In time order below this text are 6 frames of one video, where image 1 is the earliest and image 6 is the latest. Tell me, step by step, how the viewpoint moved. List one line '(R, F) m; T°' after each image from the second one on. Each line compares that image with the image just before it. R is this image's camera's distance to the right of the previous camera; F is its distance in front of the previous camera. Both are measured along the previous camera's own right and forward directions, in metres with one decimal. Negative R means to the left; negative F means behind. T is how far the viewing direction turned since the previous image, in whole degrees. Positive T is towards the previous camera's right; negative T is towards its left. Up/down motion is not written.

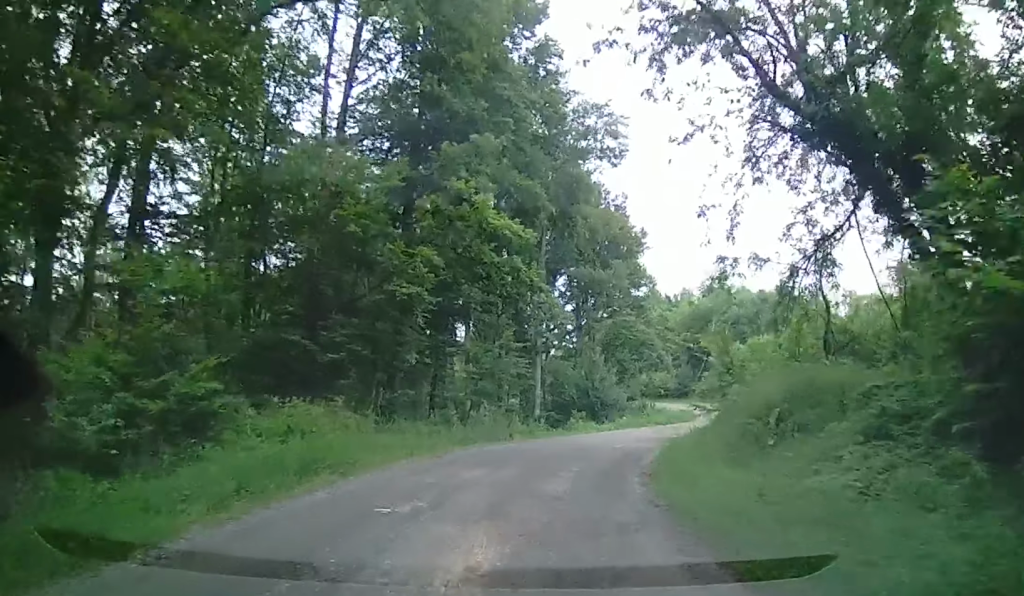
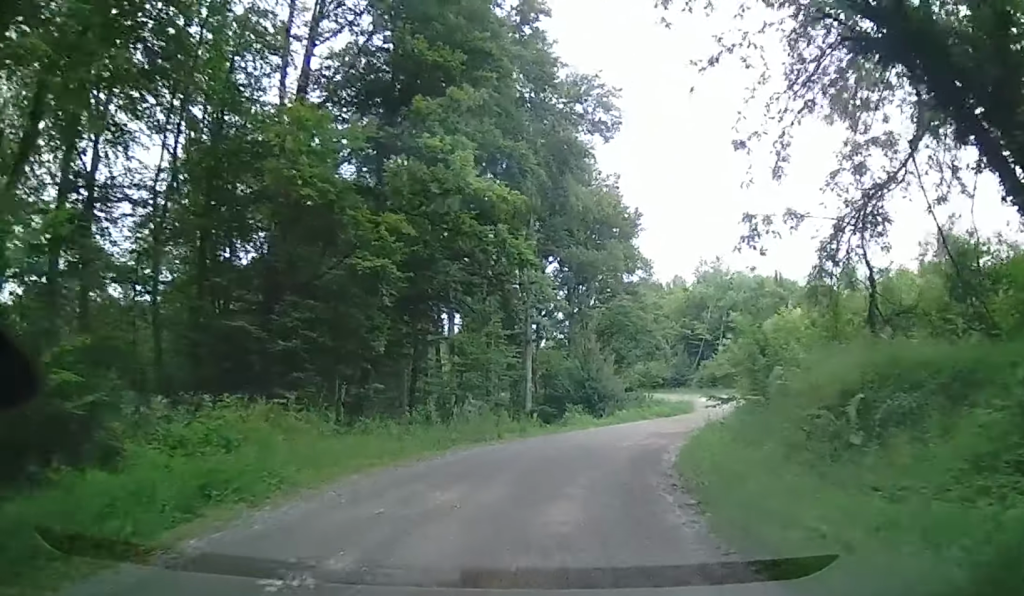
(+0.3, +3.4) m; +1°
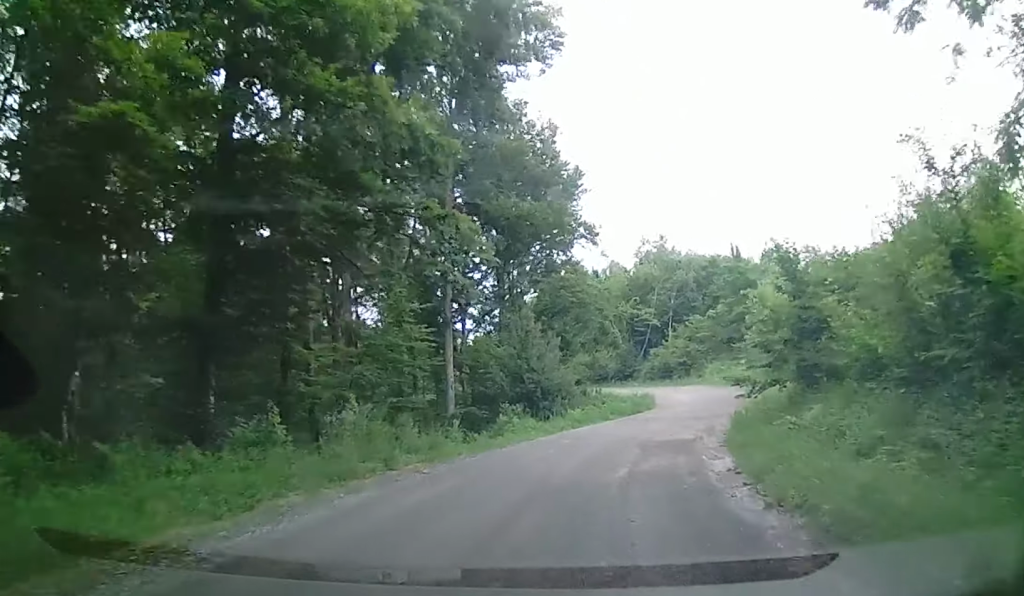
(+0.1, +9.7) m; +4°
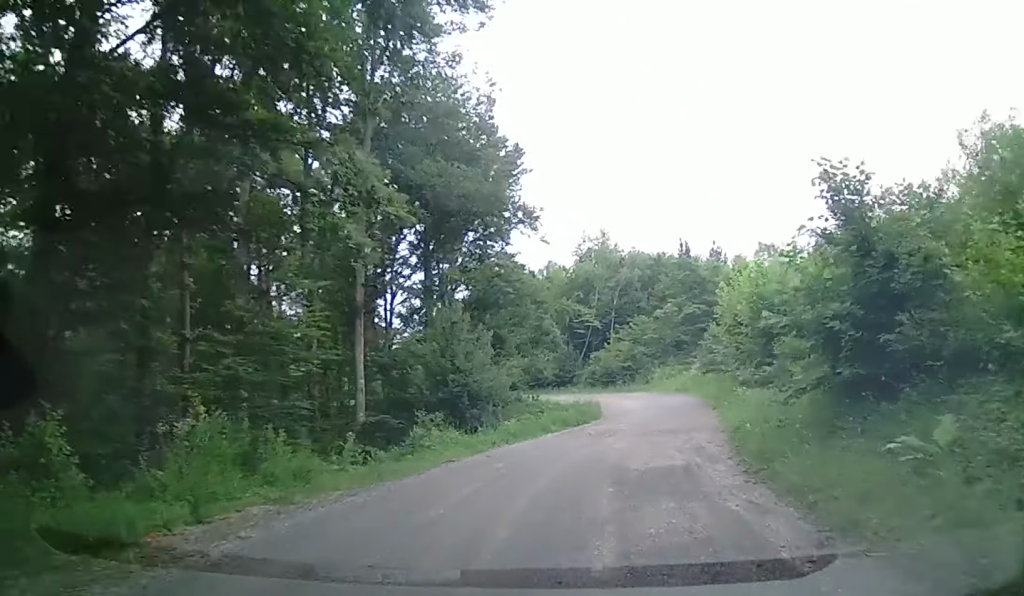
(+0.3, +5.7) m; +6°
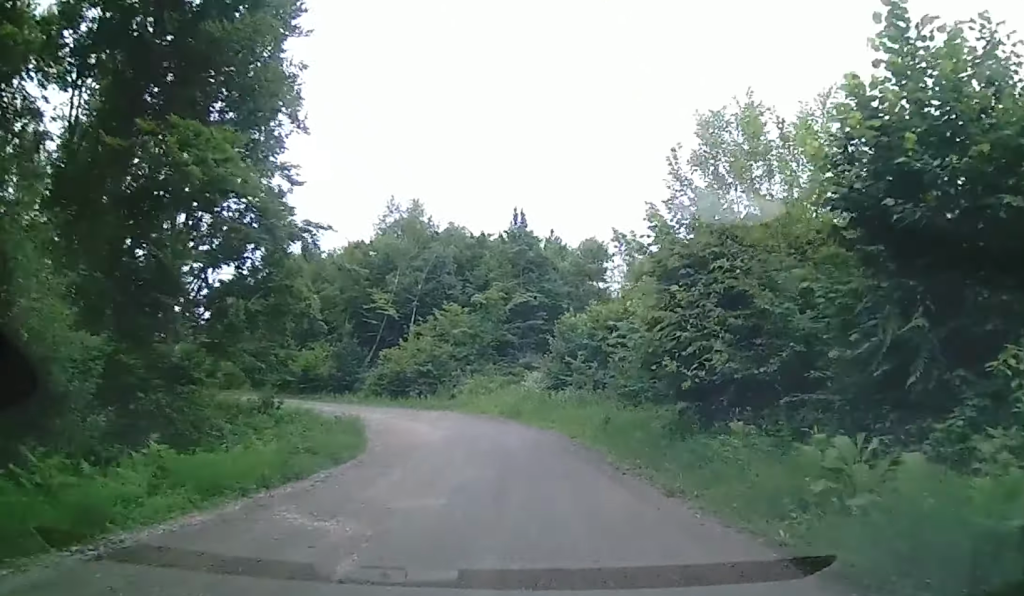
(+2.8, +19.4) m; +10°
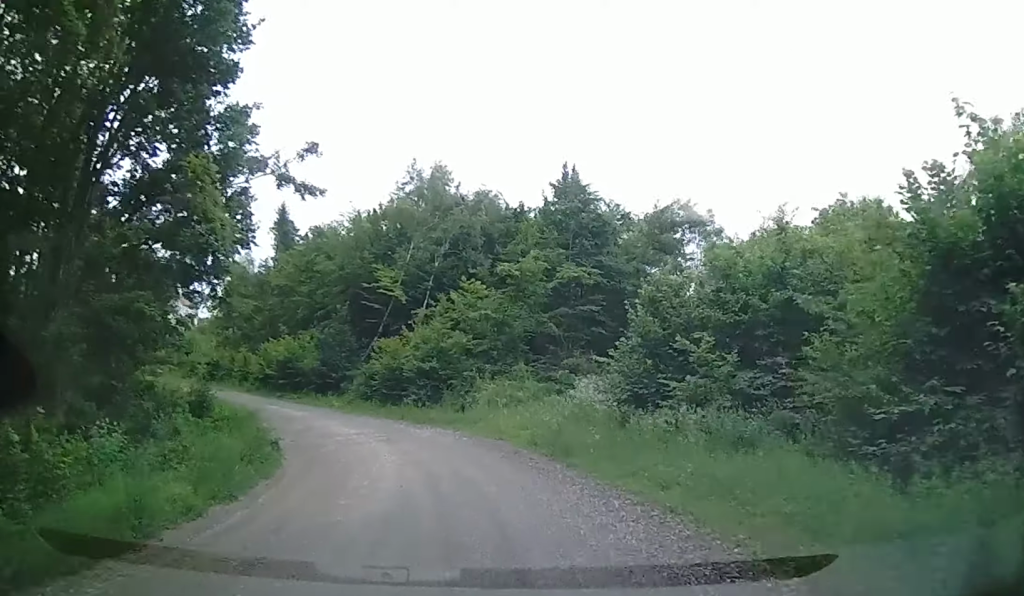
(-0.5, +13.0) m; -7°
